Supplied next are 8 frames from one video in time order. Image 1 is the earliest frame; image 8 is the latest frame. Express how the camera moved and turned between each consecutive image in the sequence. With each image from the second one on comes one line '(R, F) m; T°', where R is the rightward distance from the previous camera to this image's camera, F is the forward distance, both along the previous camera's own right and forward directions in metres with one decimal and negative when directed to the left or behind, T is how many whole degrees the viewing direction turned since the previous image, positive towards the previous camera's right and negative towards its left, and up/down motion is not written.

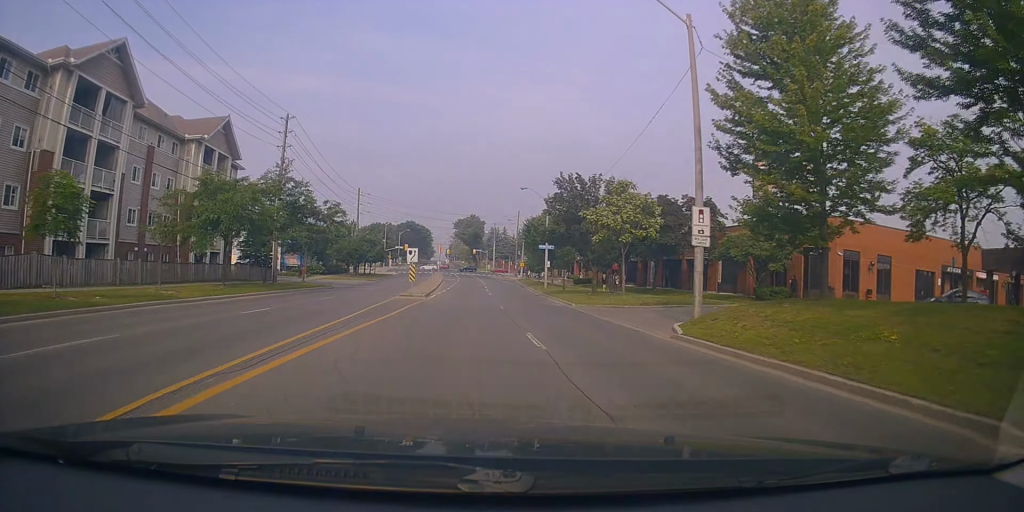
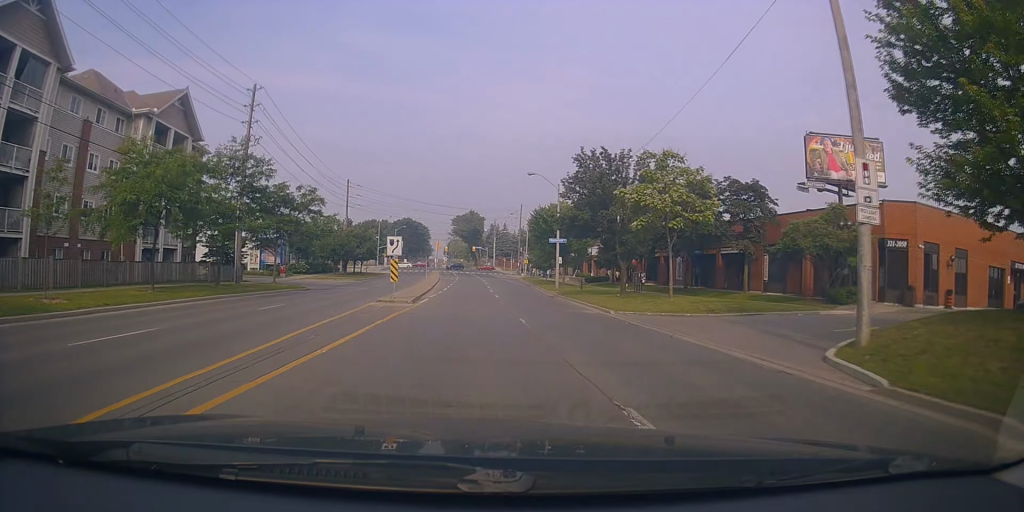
(-0.2, +8.2) m; -1°
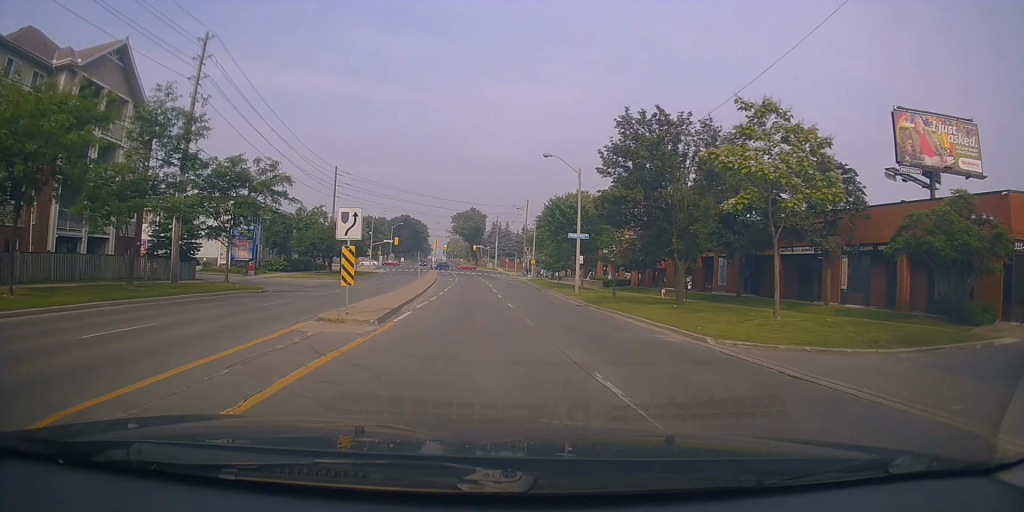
(0.0, +9.8) m; +2°
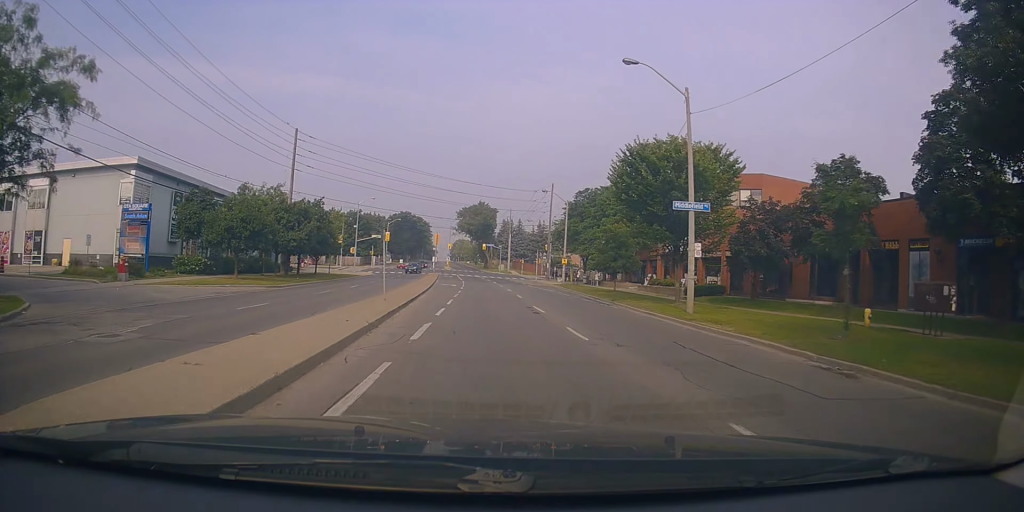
(+1.2, +22.5) m; +3°
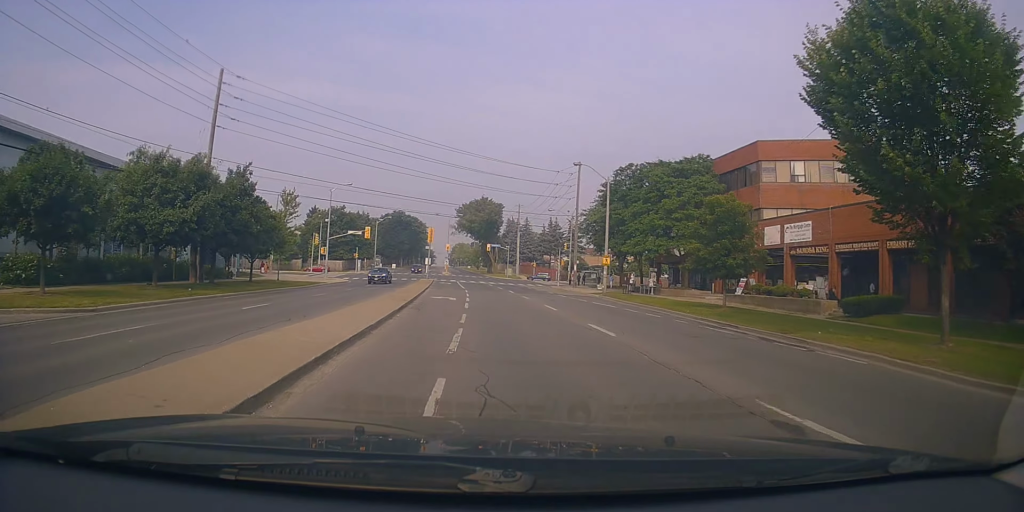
(-0.7, +19.4) m; -3°
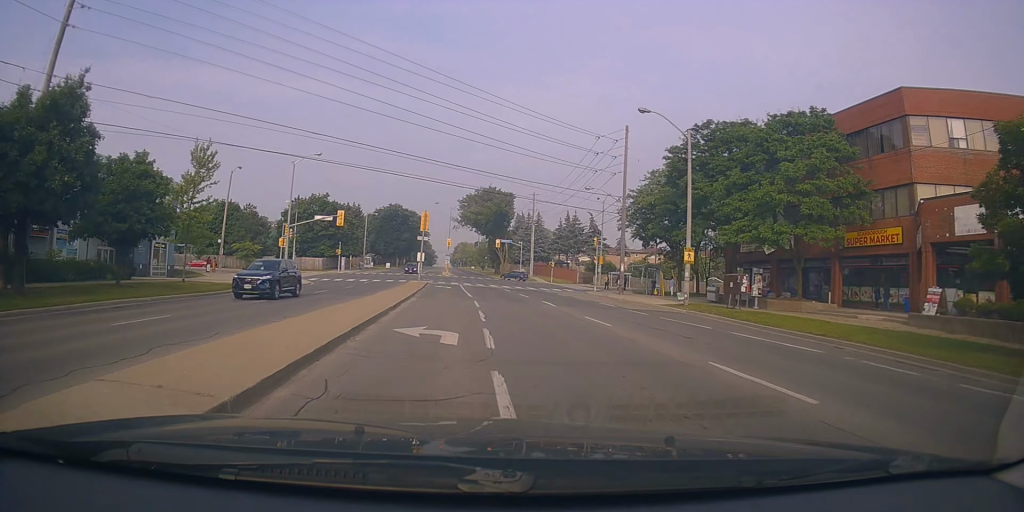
(-0.5, +17.9) m; -1°
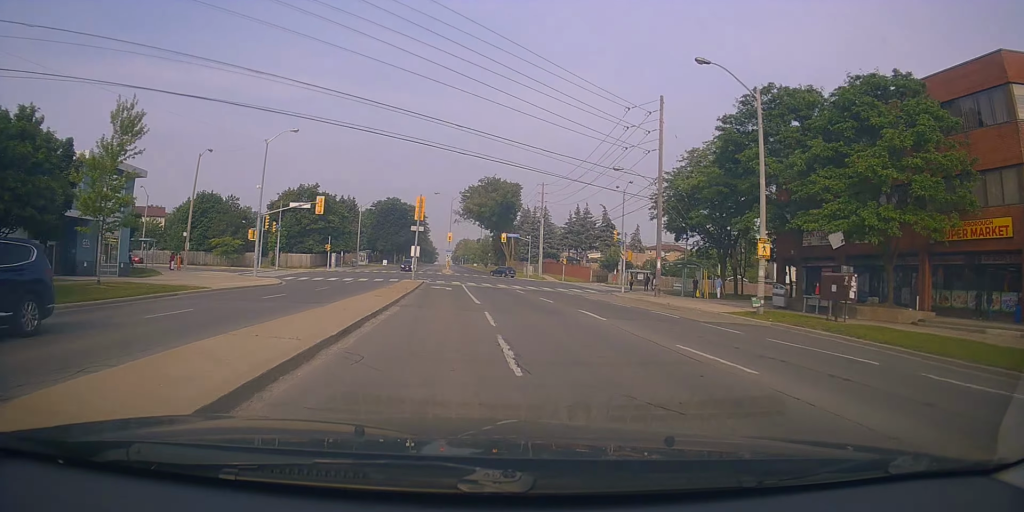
(0.0, +8.5) m; 0°
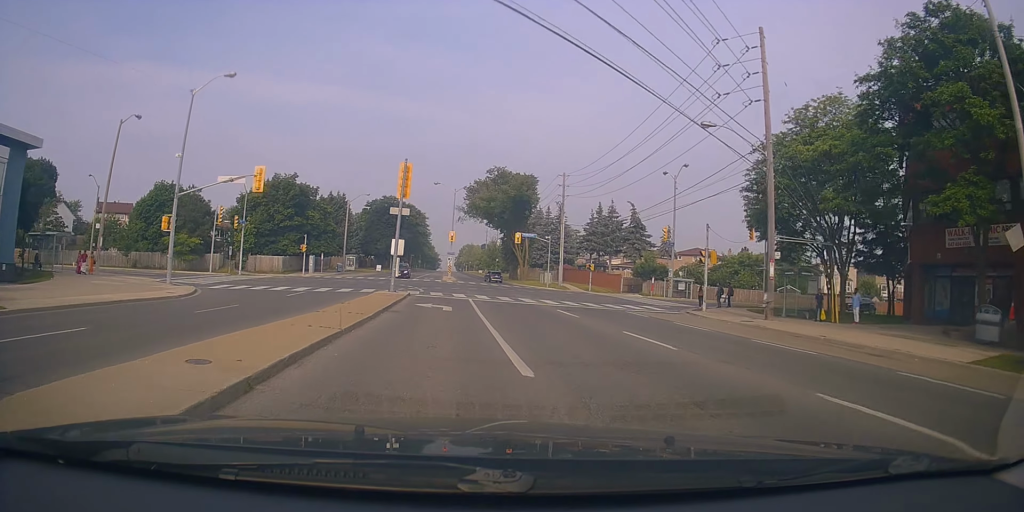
(0.0, +14.8) m; -2°
